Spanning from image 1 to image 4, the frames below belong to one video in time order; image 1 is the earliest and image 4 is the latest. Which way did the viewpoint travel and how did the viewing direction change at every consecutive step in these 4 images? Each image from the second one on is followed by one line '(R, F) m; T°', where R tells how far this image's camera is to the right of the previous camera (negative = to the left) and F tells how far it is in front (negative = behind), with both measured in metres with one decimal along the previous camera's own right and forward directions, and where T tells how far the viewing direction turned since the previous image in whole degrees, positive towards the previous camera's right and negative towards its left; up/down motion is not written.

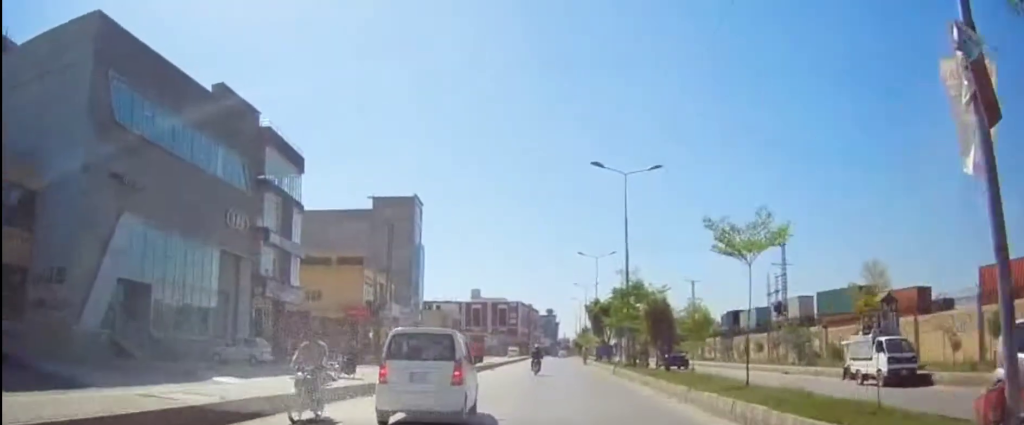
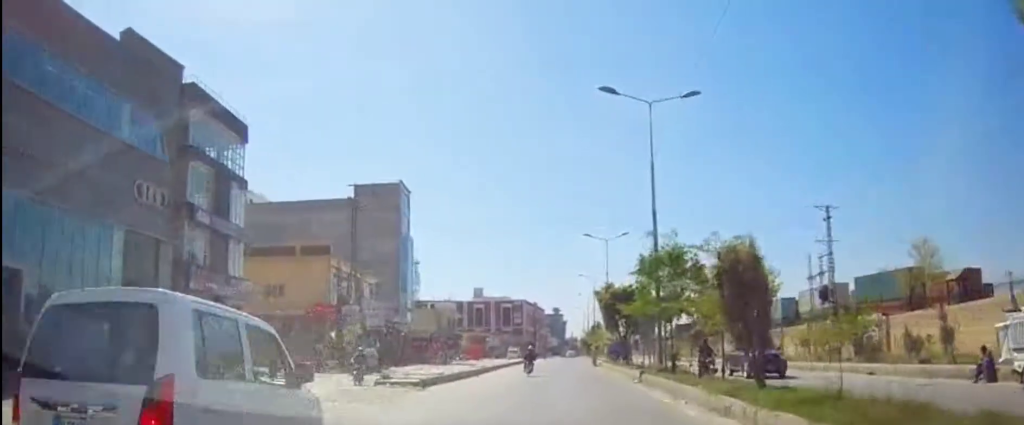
(-0.1, +10.4) m; -1°
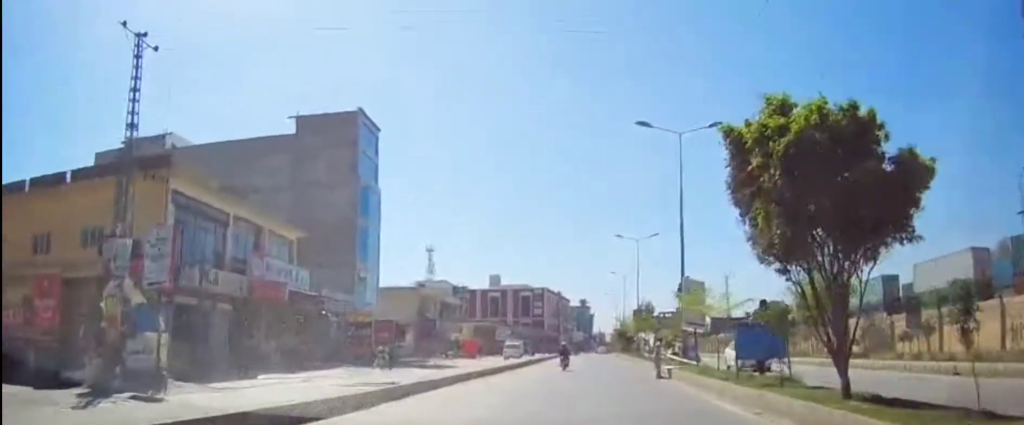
(-0.5, +27.8) m; -1°
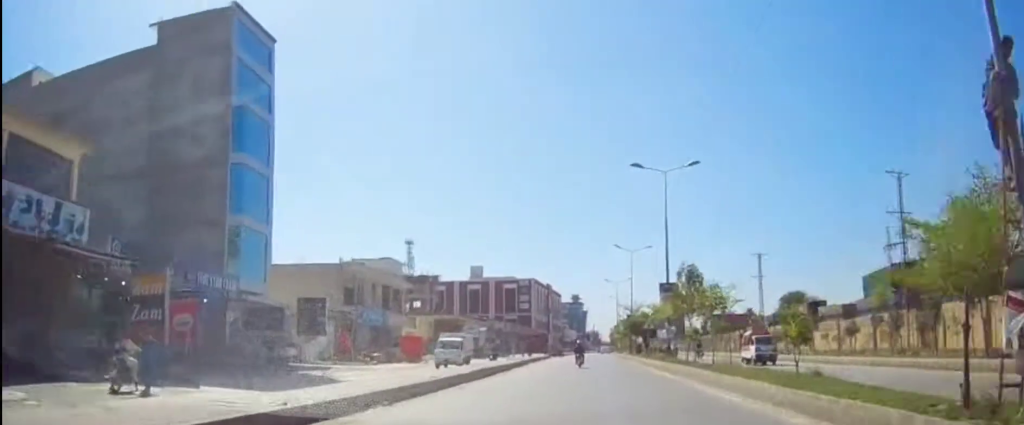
(+0.1, +22.5) m; 0°
